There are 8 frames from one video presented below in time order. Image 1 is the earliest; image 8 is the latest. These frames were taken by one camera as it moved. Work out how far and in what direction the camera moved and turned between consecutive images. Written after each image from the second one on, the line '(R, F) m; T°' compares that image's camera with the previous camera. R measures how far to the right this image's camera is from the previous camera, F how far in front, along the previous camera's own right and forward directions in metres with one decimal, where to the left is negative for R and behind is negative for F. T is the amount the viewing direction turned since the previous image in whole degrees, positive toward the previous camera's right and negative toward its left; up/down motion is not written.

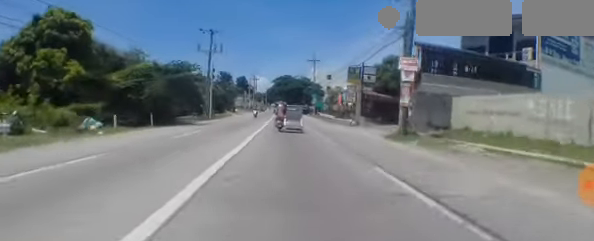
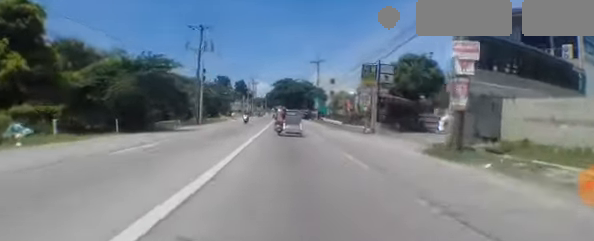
(0.0, +6.2) m; 0°
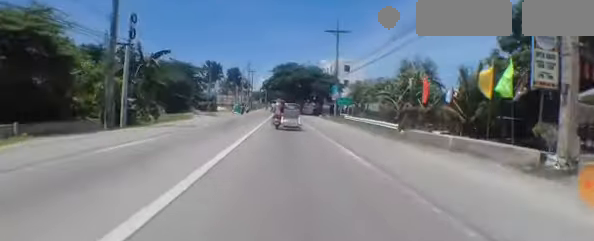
(-0.2, +20.7) m; -1°
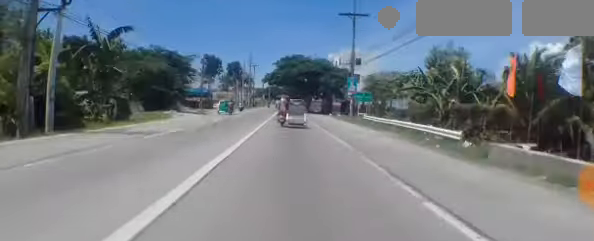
(0.0, +6.4) m; 0°
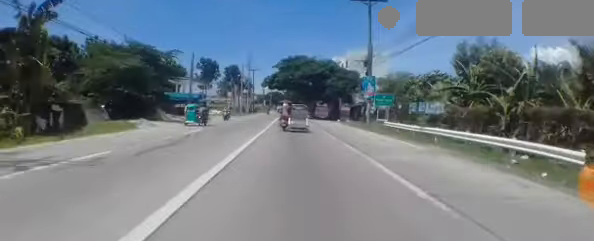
(0.0, +6.4) m; 0°
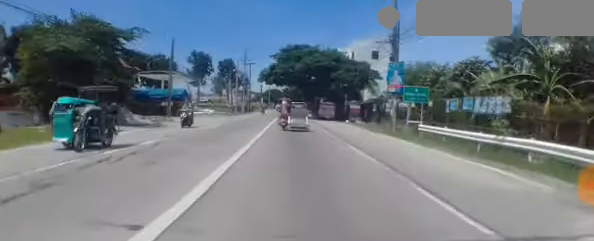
(0.0, +6.4) m; 0°
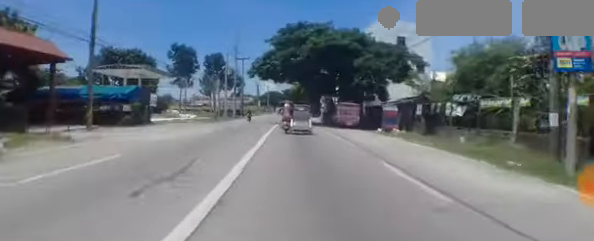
(+0.1, +13.1) m; +1°
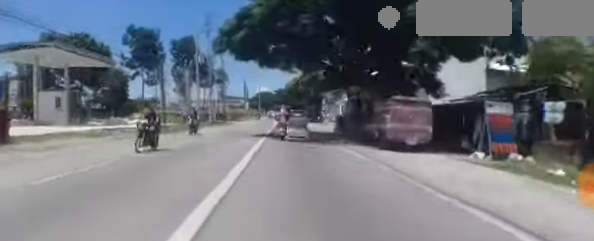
(+0.1, +13.8) m; 0°
